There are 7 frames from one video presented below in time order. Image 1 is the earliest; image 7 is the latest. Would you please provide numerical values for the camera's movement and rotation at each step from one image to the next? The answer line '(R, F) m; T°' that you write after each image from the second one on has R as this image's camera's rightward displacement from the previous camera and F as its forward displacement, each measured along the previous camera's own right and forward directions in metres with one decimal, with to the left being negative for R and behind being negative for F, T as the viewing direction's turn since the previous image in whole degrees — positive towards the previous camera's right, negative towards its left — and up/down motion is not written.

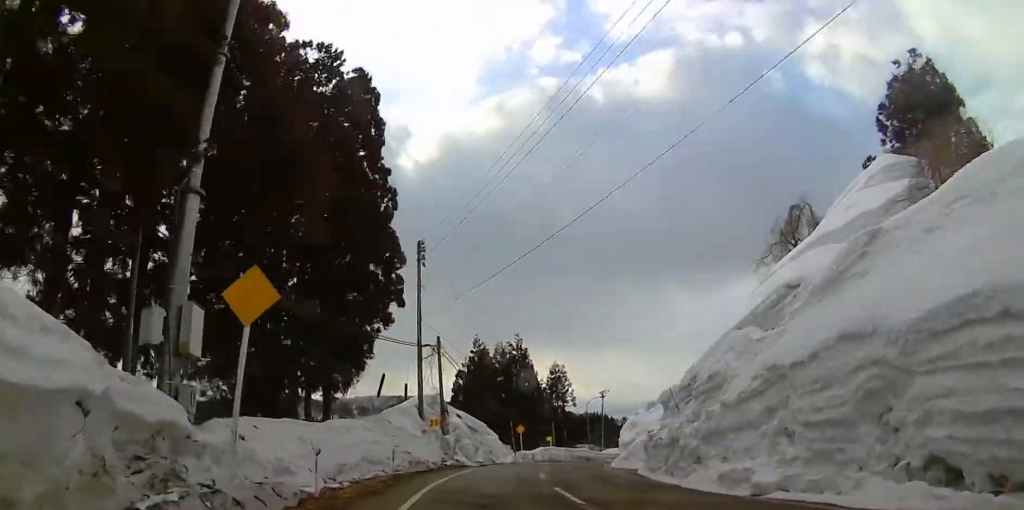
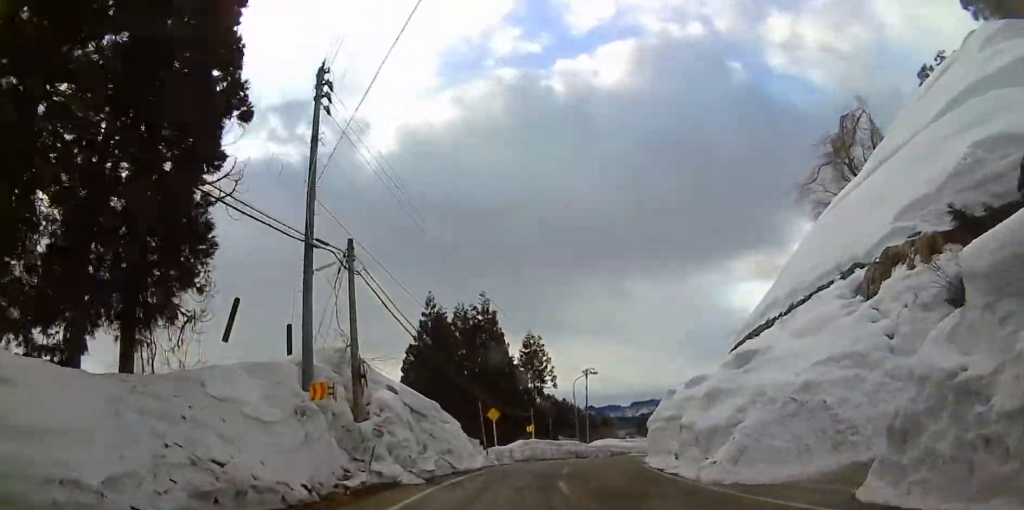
(-0.5, +18.9) m; +6°
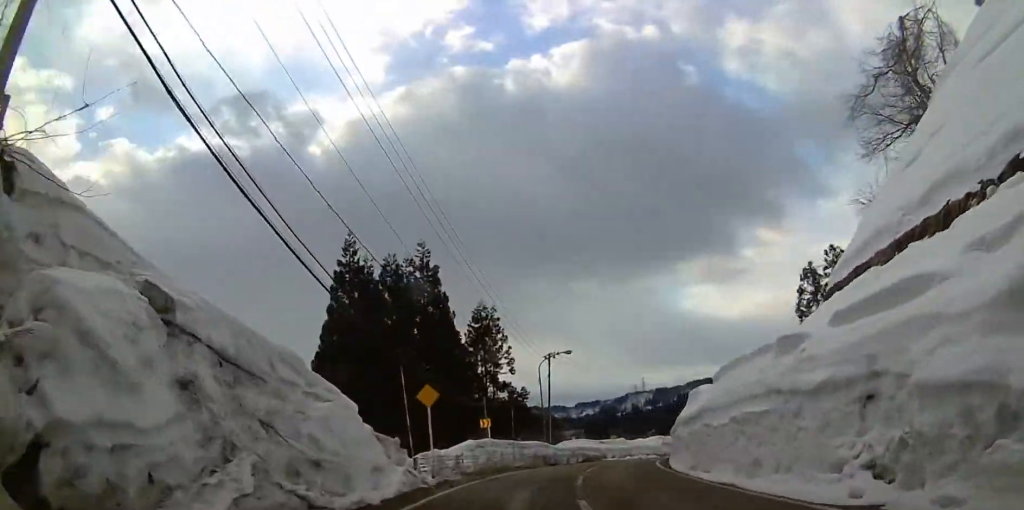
(+2.3, +16.3) m; +8°
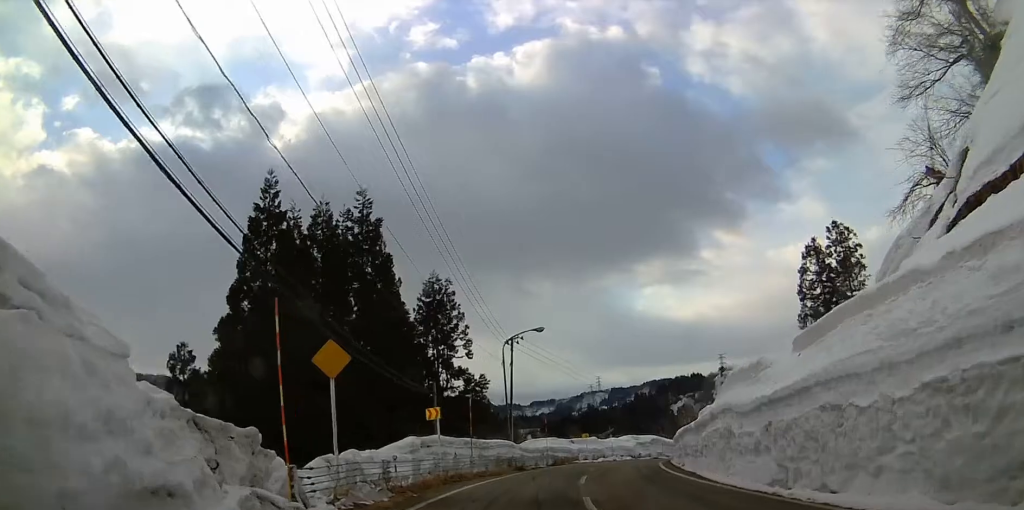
(0.0, +9.5) m; 0°
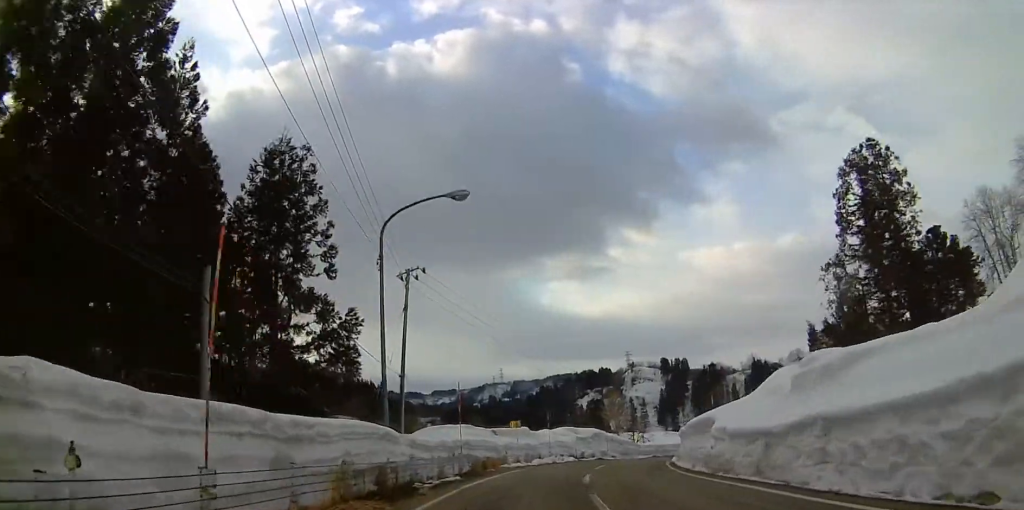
(+1.0, +20.9) m; +6°
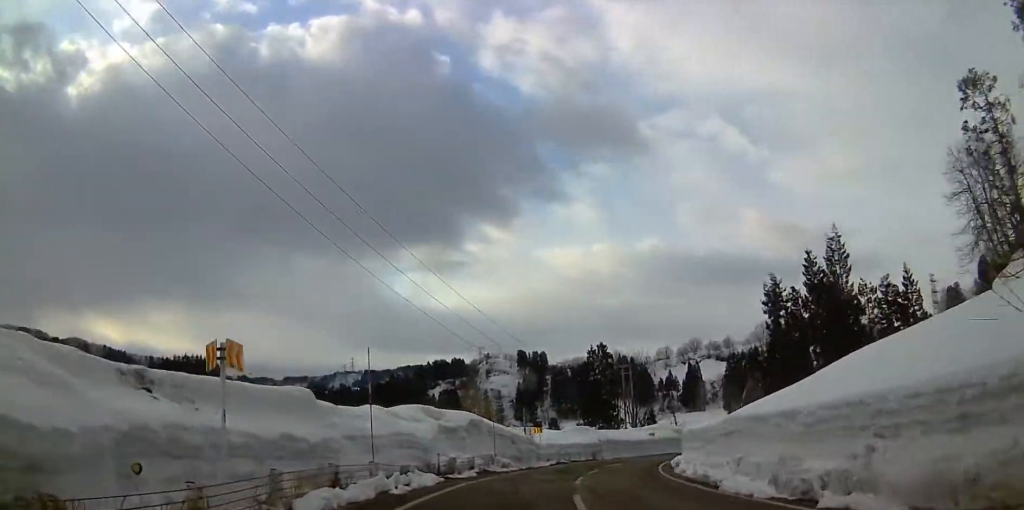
(+2.4, +28.6) m; +12°
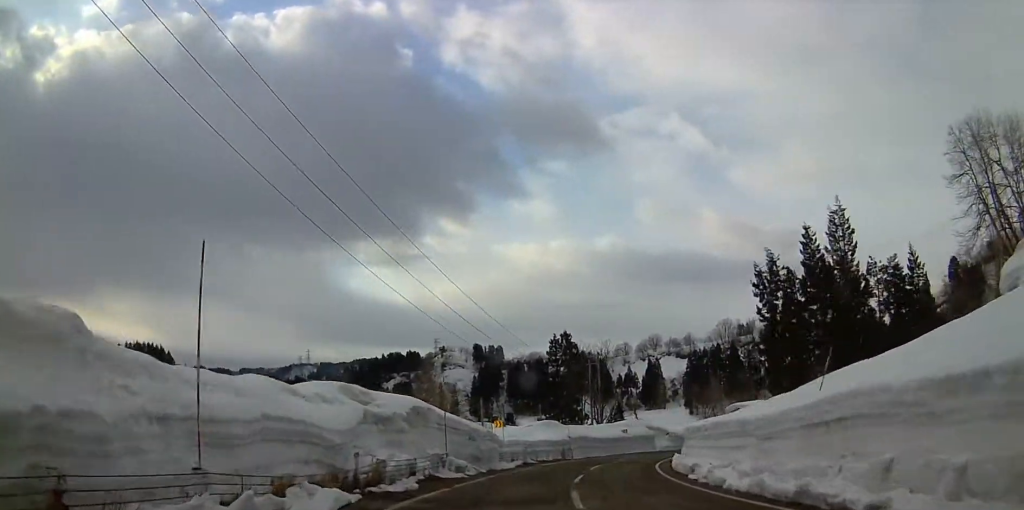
(+0.5, +8.5) m; +6°
